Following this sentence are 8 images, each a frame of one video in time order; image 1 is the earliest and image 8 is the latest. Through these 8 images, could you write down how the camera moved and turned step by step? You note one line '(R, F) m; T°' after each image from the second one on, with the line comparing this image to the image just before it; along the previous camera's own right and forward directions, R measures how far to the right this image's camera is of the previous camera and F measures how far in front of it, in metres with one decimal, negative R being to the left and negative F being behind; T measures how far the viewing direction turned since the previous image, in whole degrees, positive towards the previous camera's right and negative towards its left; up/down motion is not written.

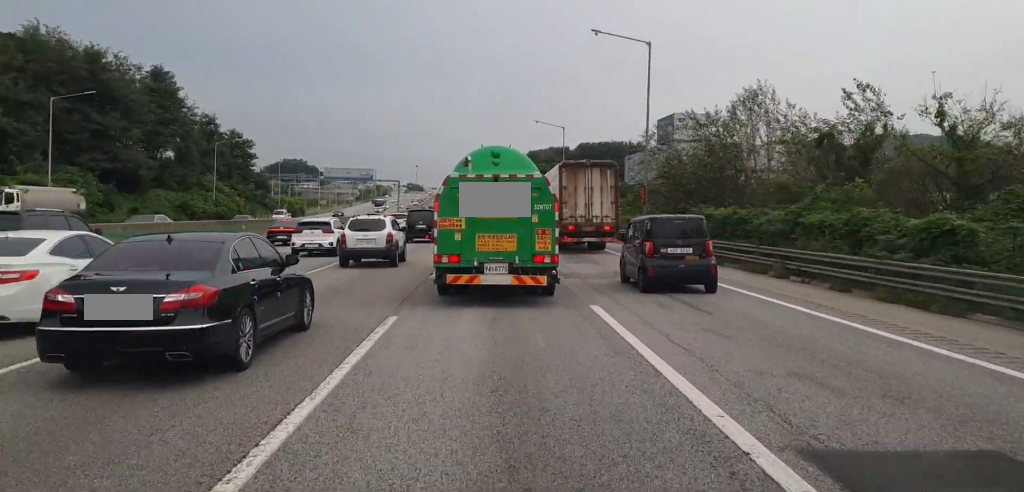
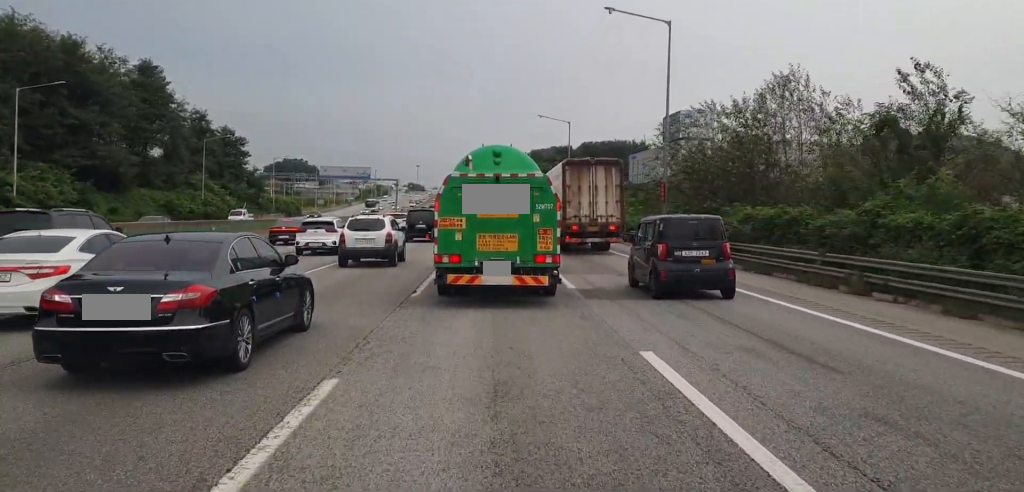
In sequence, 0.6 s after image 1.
(+0.1, +5.0) m; 0°
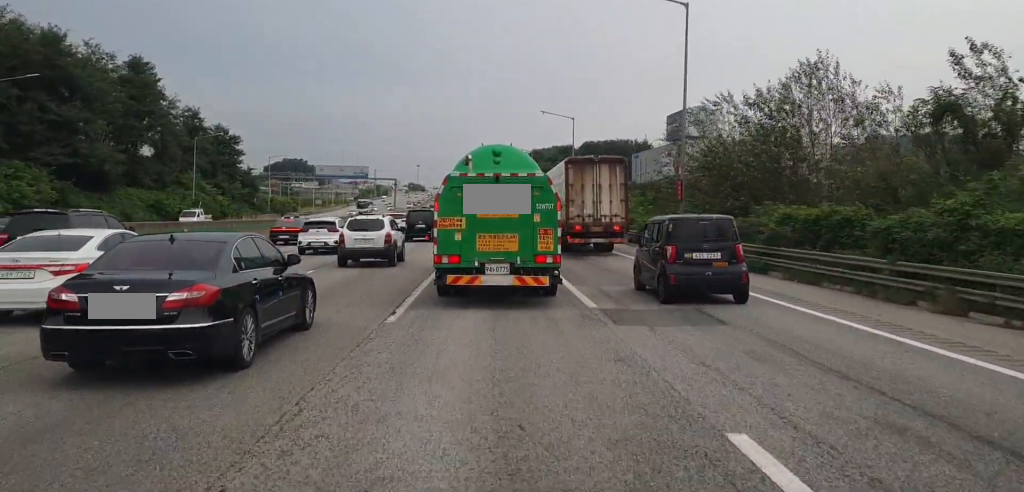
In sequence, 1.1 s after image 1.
(0.0, +3.7) m; -1°
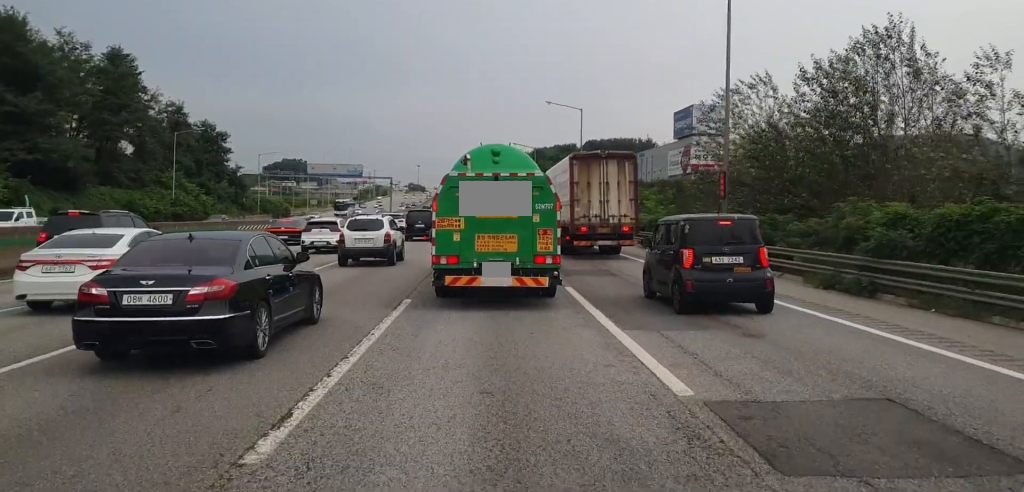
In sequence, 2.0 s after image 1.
(-0.1, +6.9) m; -1°
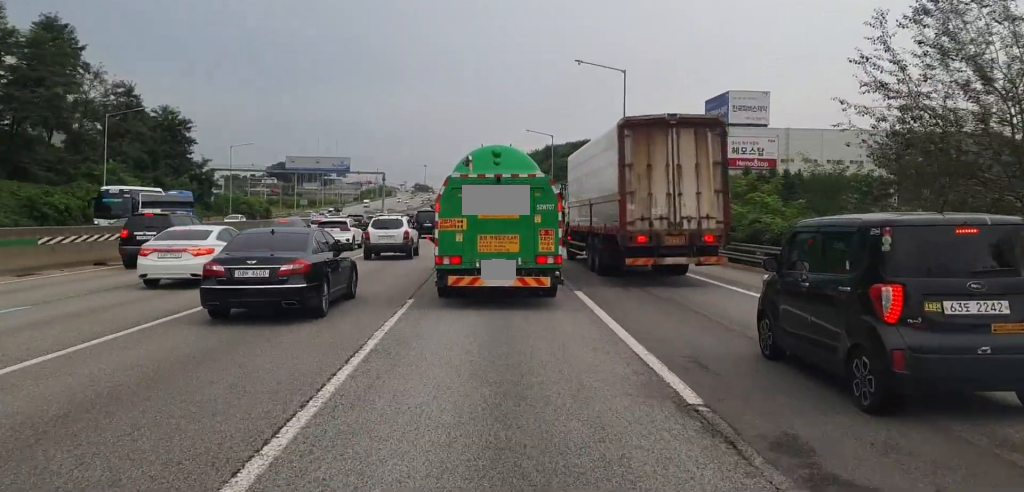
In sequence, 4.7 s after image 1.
(-0.4, +20.4) m; -2°
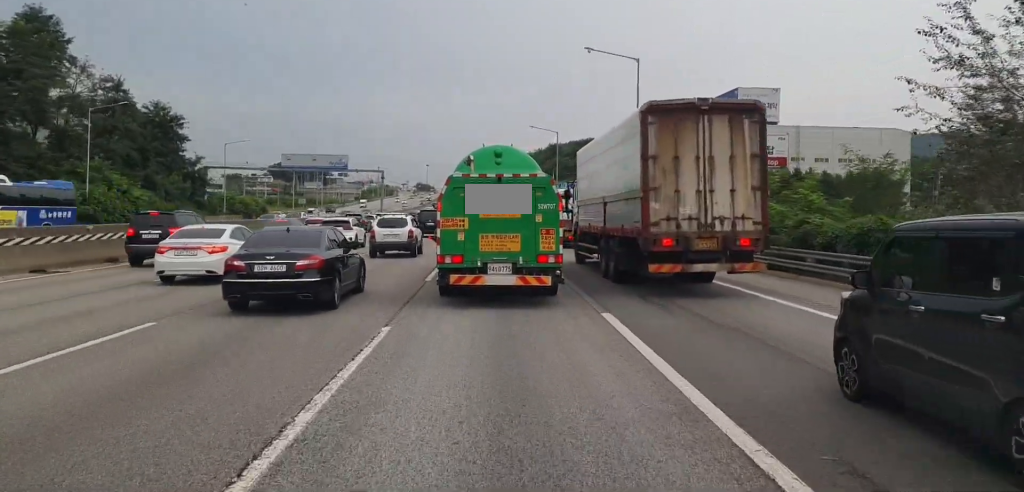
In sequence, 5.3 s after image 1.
(-0.1, +4.0) m; 0°
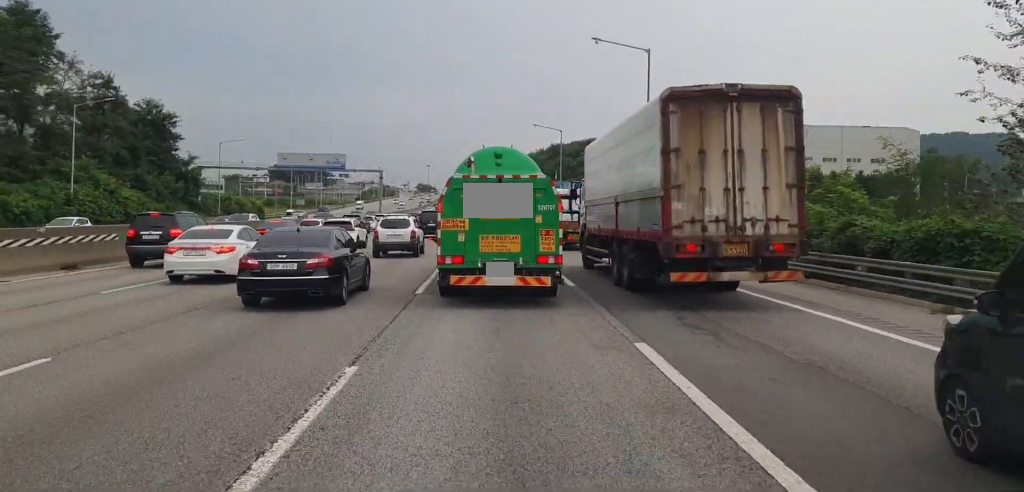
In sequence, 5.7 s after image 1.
(0.0, +3.0) m; 0°
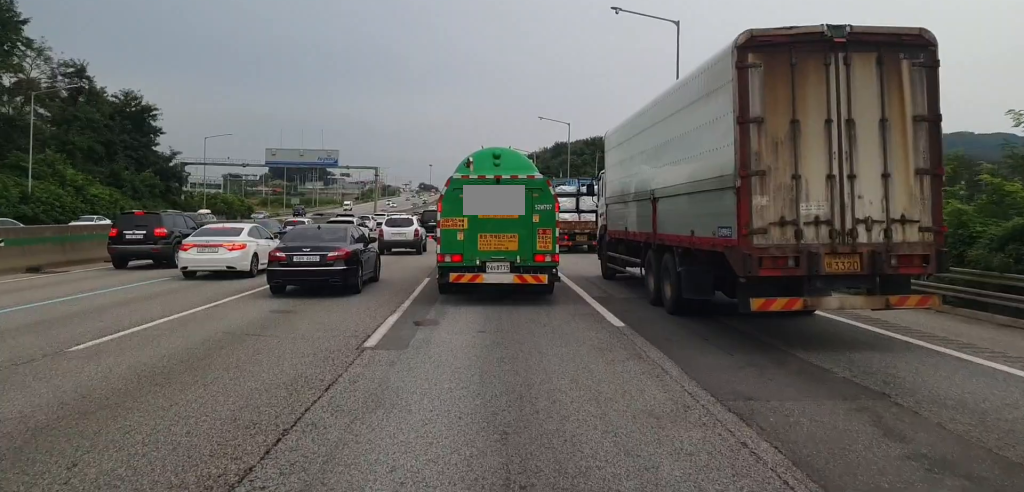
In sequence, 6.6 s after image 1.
(+0.1, +7.0) m; +1°
